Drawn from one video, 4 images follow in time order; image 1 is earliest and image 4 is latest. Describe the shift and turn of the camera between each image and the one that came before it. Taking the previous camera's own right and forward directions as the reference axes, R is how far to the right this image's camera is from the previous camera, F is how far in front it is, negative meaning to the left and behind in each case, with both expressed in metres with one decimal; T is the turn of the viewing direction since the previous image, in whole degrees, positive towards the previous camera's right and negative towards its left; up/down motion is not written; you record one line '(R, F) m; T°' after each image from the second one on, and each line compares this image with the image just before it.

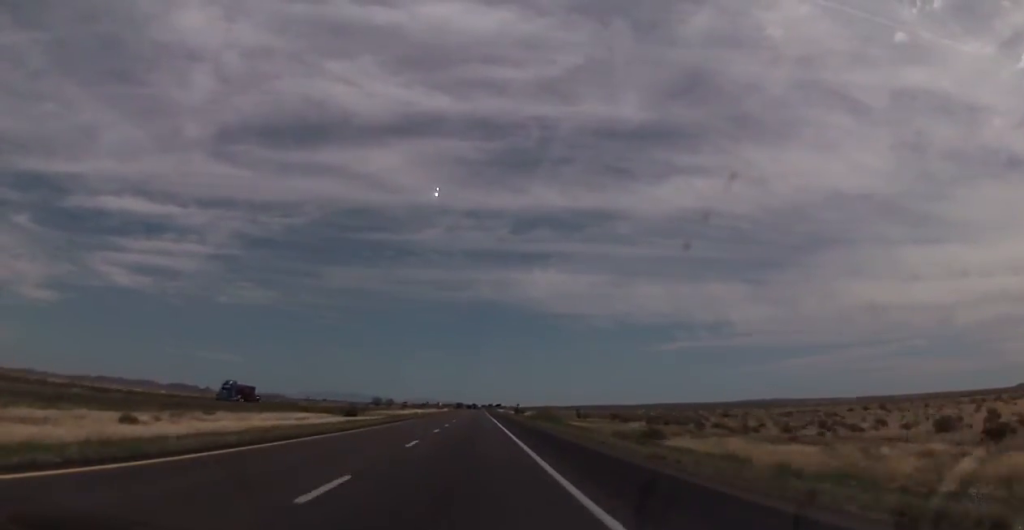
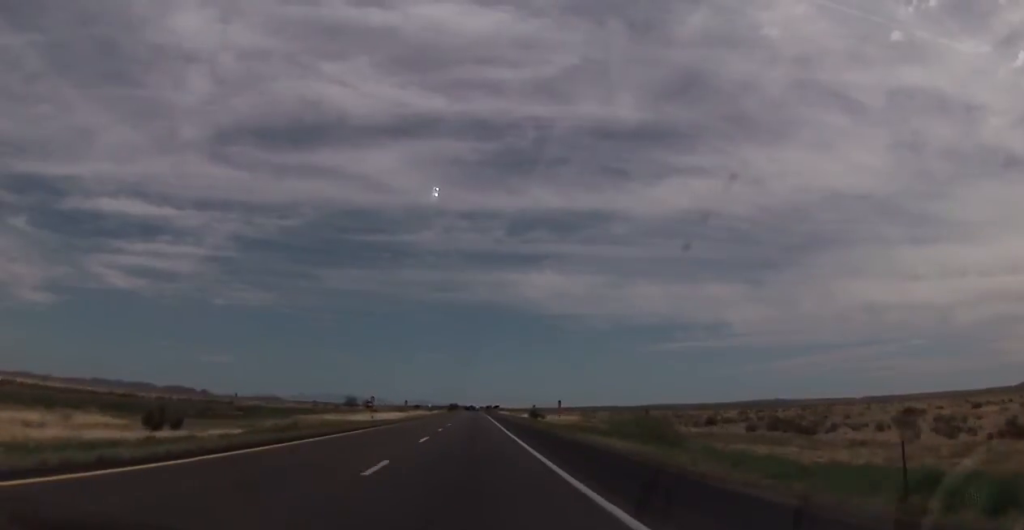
(+0.7, +70.3) m; +1°
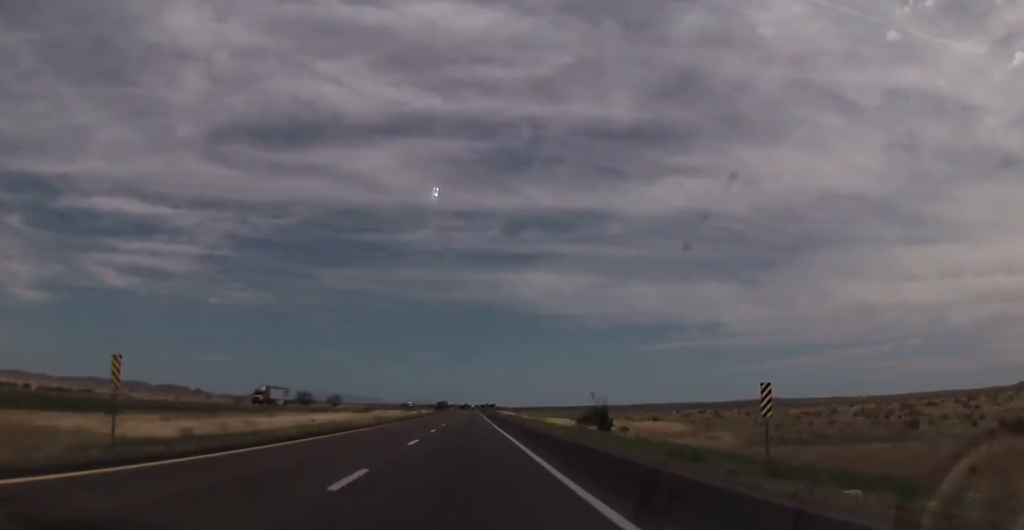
(-0.8, +76.0) m; -1°
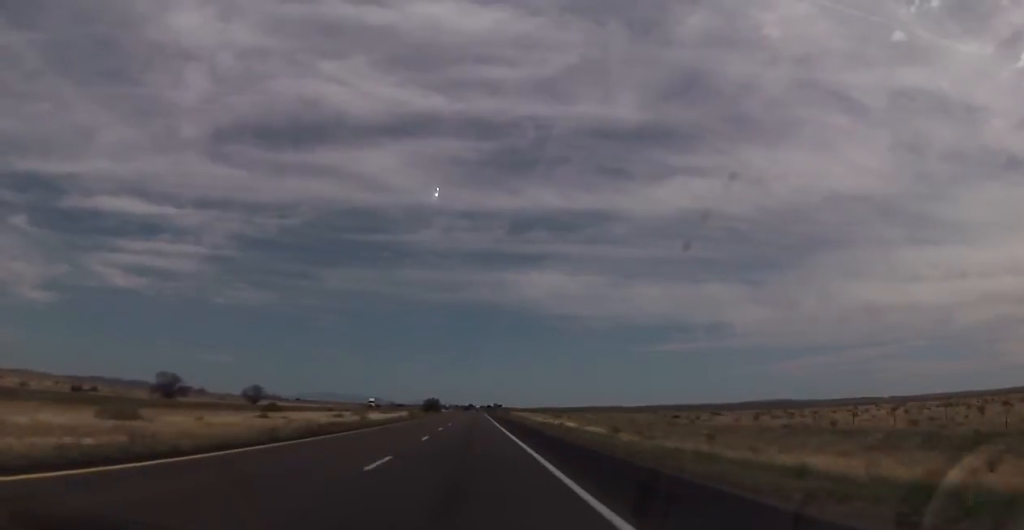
(+1.3, +107.5) m; 0°
